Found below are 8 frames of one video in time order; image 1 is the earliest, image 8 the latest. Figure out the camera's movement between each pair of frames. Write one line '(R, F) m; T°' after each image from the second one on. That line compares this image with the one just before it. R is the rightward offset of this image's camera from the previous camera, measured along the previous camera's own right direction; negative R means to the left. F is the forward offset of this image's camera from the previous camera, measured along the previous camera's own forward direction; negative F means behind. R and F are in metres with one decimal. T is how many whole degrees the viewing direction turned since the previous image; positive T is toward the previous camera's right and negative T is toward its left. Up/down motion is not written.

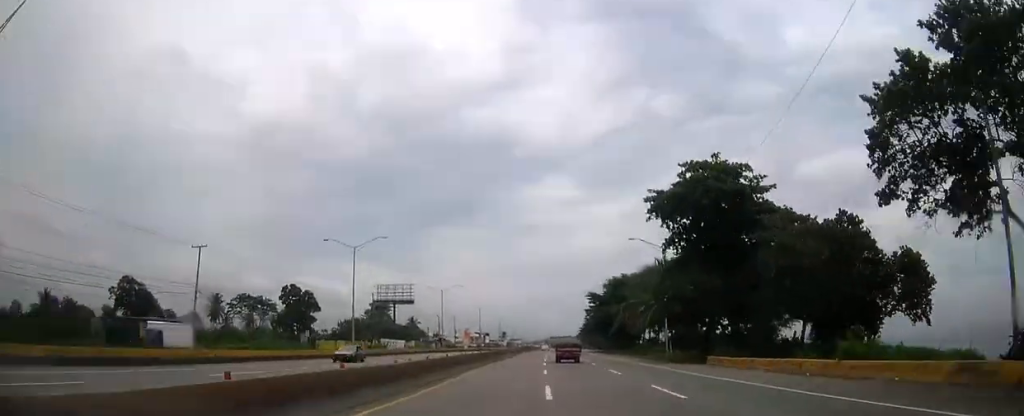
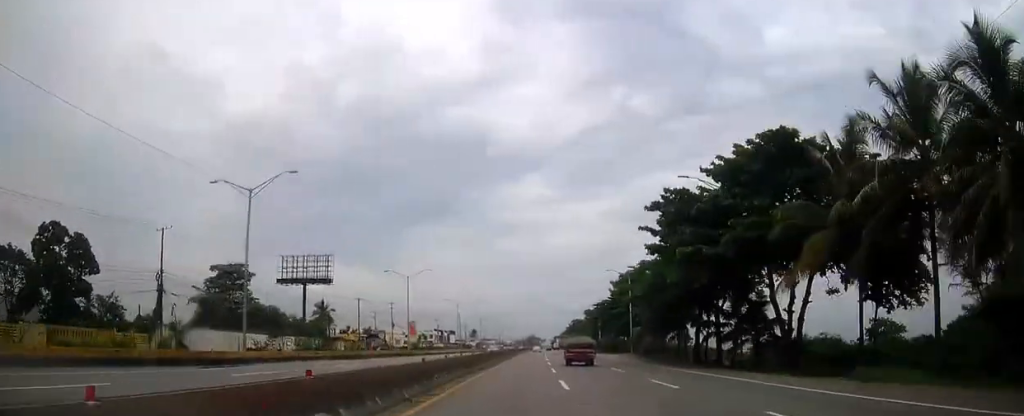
(+1.1, +74.9) m; +2°
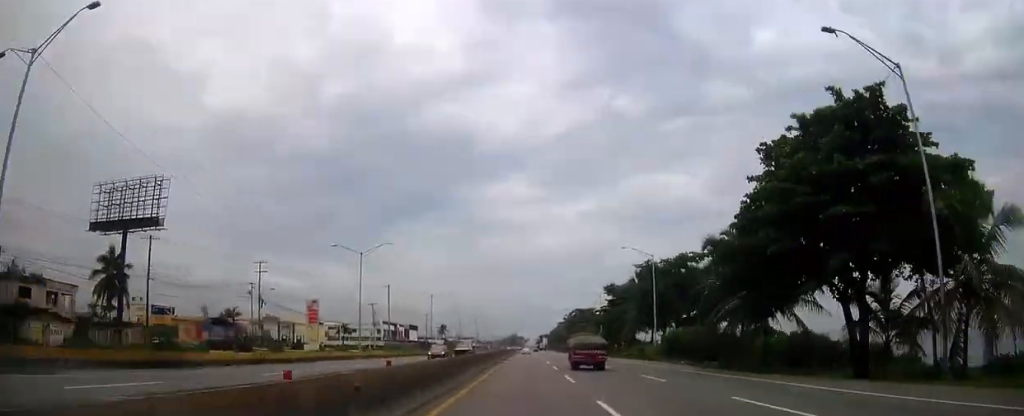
(+1.2, +71.7) m; +2°
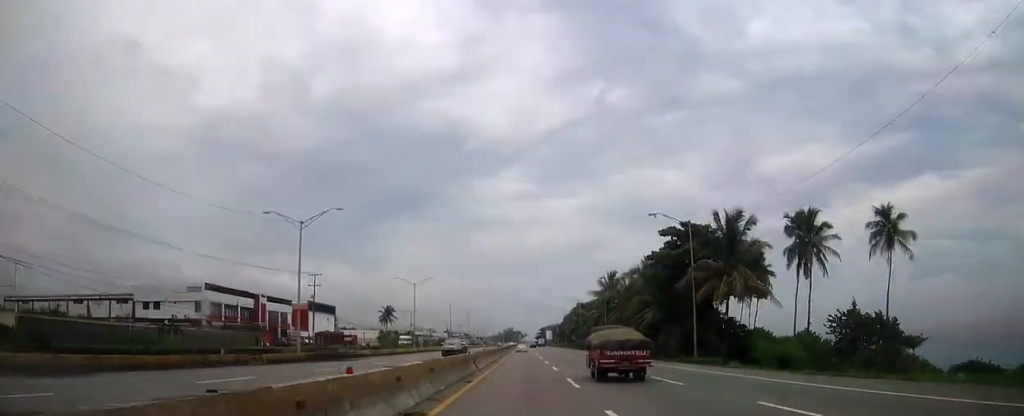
(+1.1, +115.7) m; +1°
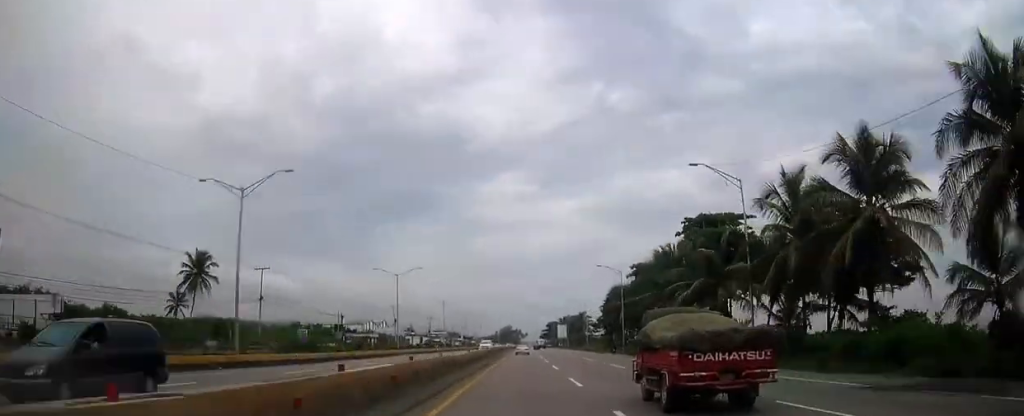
(+0.1, +113.0) m; 0°
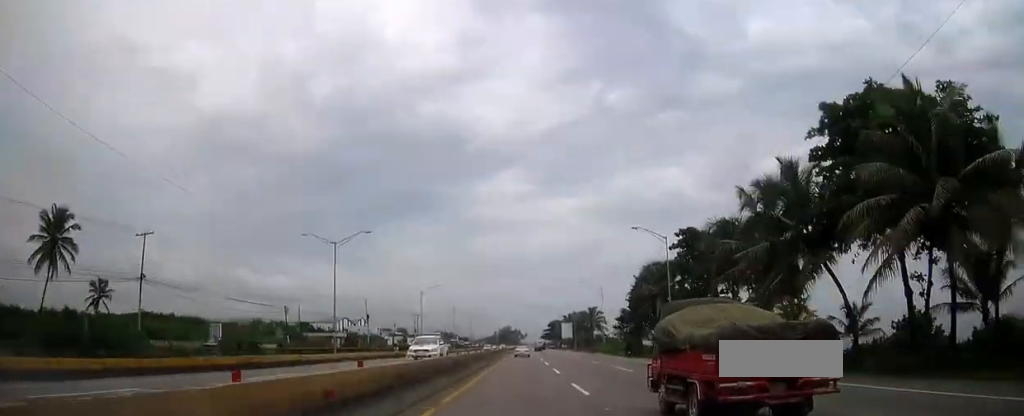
(+0.1, +28.7) m; 0°
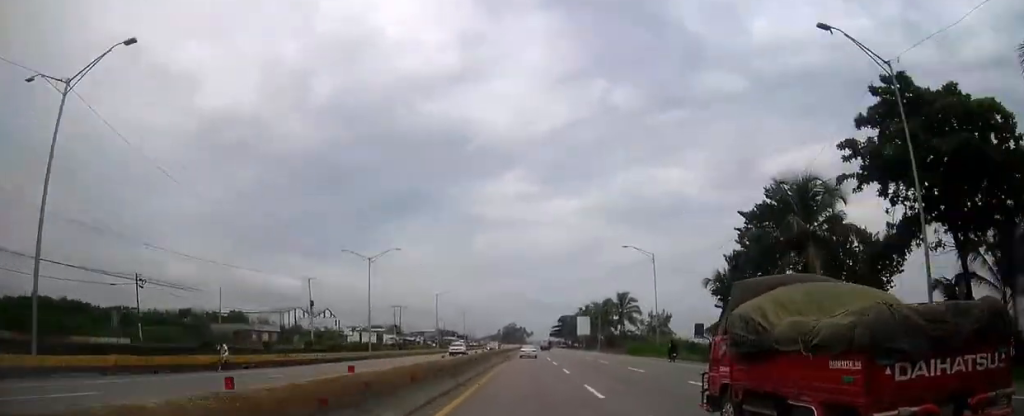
(0.0, +40.3) m; 0°
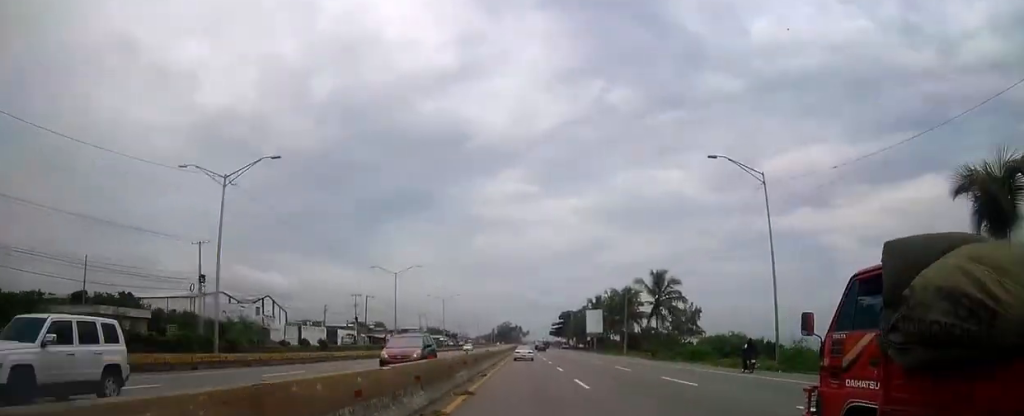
(-0.1, +34.7) m; 0°
